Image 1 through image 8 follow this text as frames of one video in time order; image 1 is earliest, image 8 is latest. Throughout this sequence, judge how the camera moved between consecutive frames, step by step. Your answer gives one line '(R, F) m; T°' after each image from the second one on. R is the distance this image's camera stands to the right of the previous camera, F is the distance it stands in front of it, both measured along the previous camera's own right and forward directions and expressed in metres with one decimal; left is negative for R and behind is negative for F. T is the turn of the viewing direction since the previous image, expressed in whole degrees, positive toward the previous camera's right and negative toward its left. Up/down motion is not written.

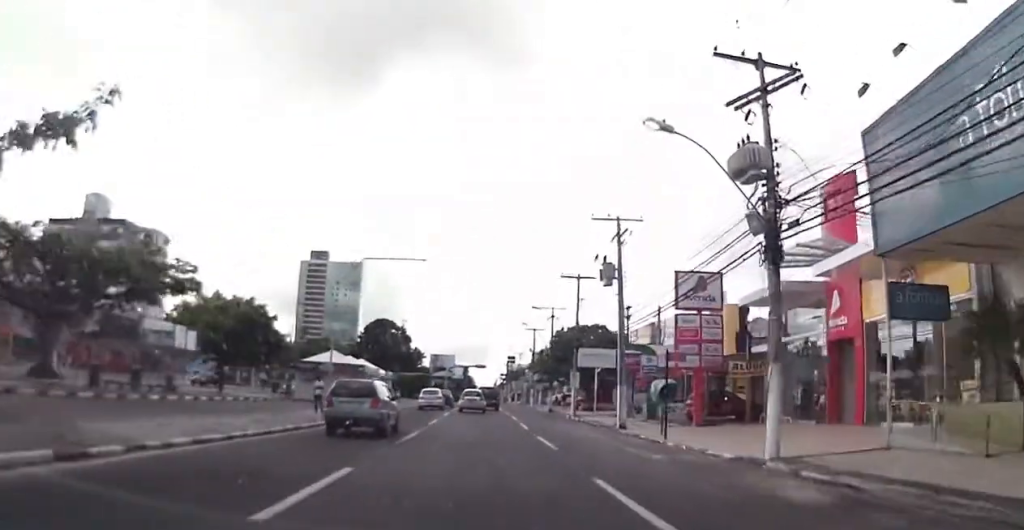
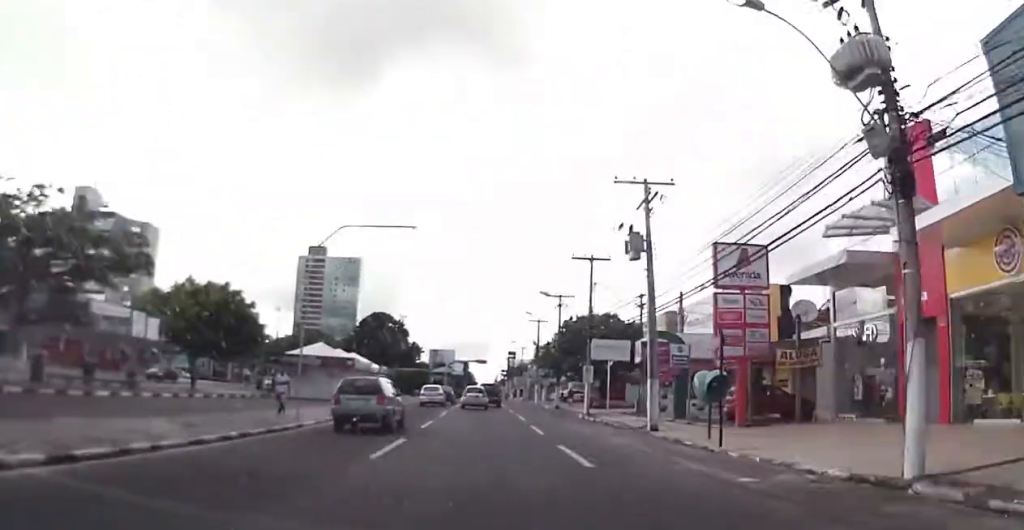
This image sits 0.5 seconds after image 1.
(-0.1, +5.1) m; -1°
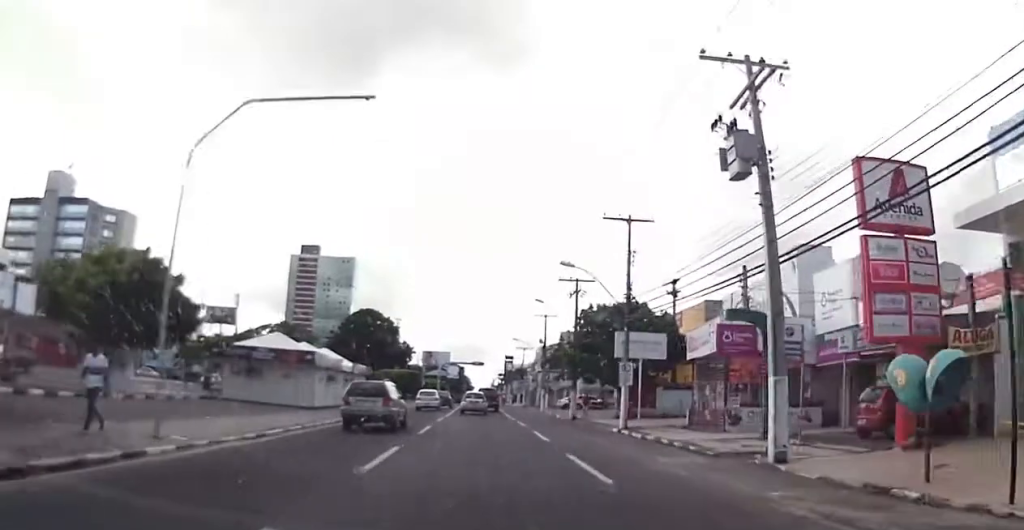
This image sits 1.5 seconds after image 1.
(0.0, +10.9) m; 0°
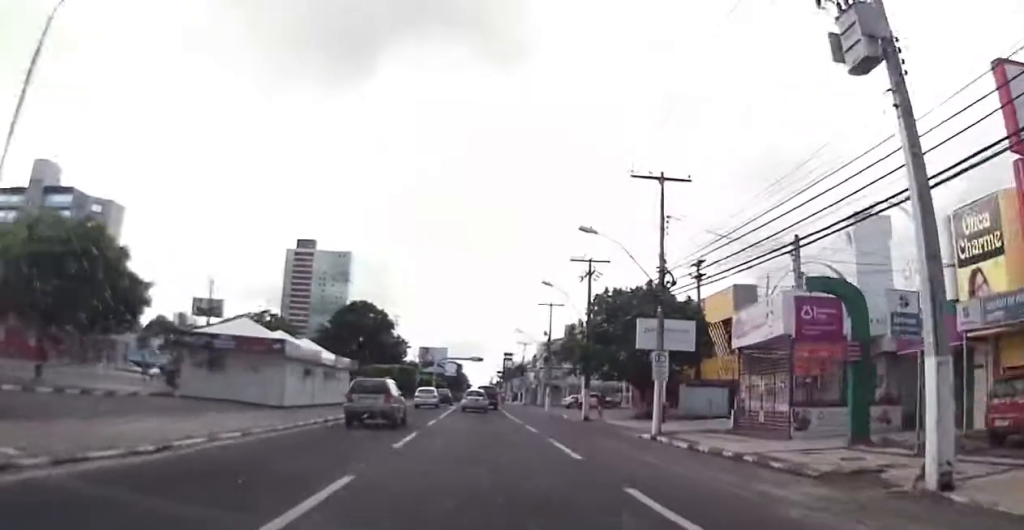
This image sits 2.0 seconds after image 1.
(0.0, +5.7) m; 0°
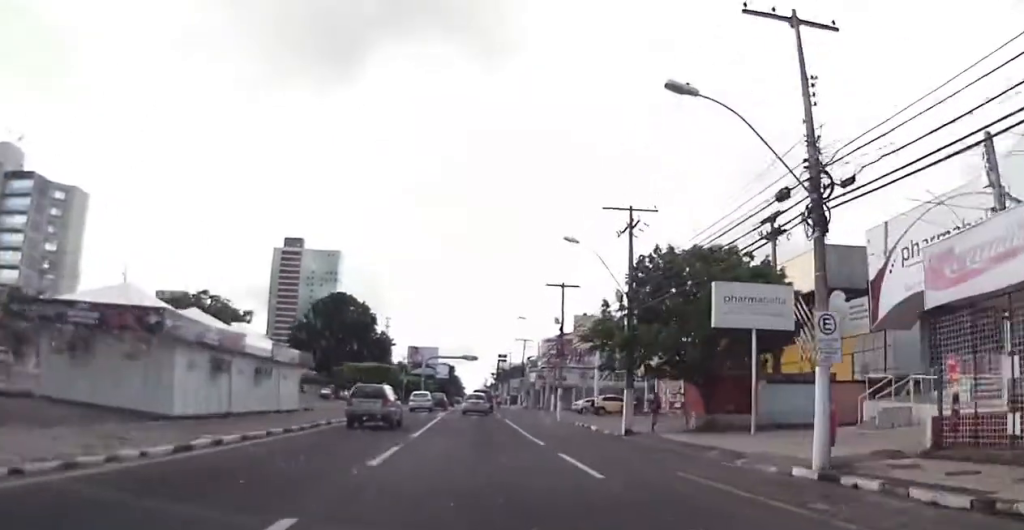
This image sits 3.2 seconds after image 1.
(0.0, +12.4) m; +3°
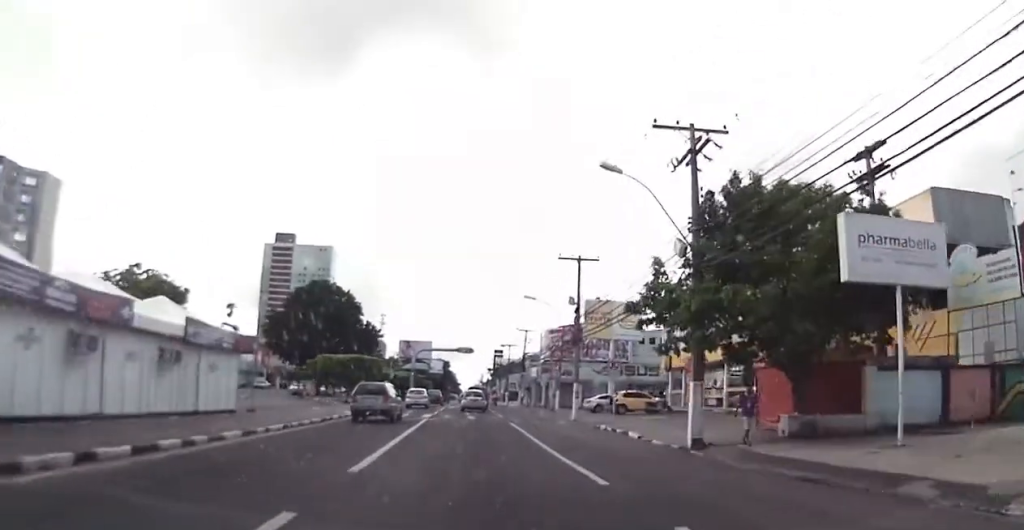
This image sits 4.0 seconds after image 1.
(+0.4, +9.0) m; 0°
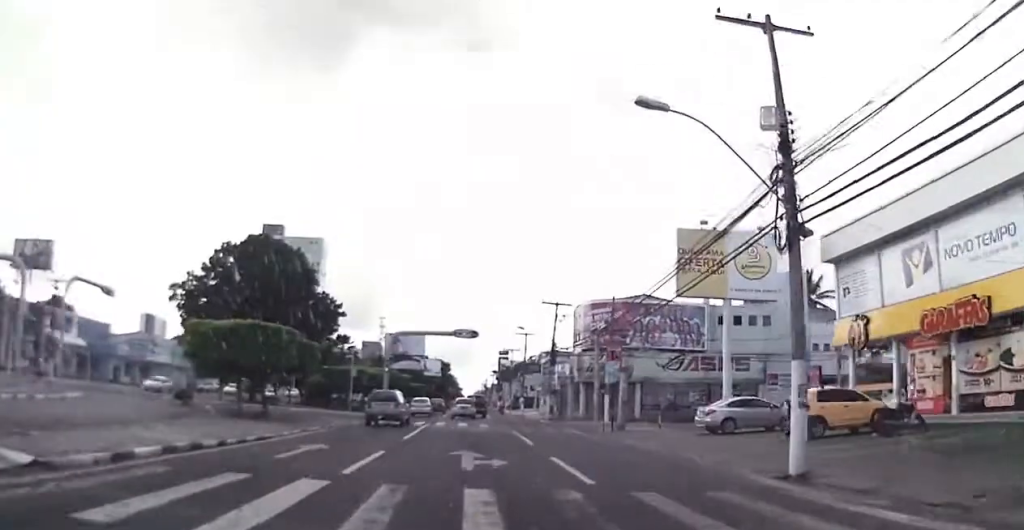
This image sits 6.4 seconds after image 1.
(0.0, +25.6) m; -1°
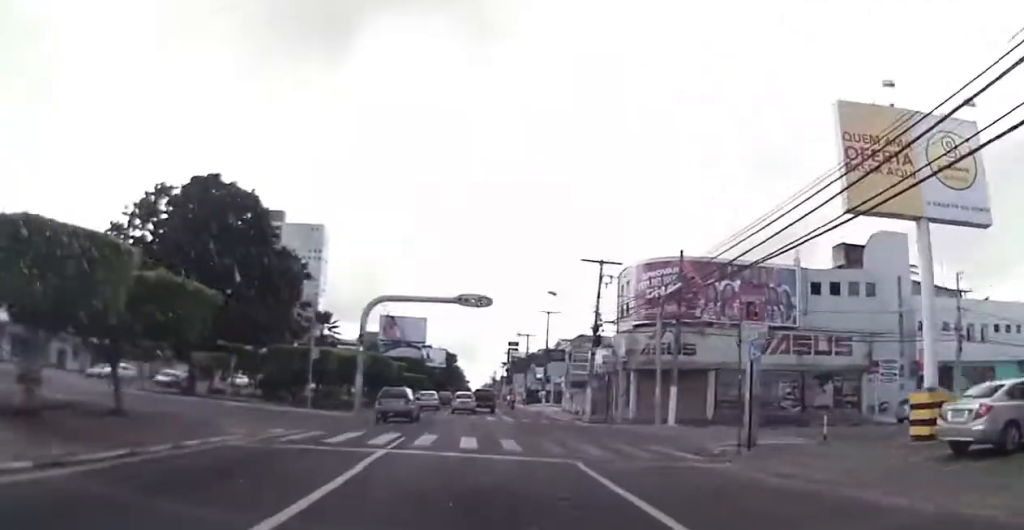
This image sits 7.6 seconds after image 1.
(-0.6, +14.5) m; -2°
